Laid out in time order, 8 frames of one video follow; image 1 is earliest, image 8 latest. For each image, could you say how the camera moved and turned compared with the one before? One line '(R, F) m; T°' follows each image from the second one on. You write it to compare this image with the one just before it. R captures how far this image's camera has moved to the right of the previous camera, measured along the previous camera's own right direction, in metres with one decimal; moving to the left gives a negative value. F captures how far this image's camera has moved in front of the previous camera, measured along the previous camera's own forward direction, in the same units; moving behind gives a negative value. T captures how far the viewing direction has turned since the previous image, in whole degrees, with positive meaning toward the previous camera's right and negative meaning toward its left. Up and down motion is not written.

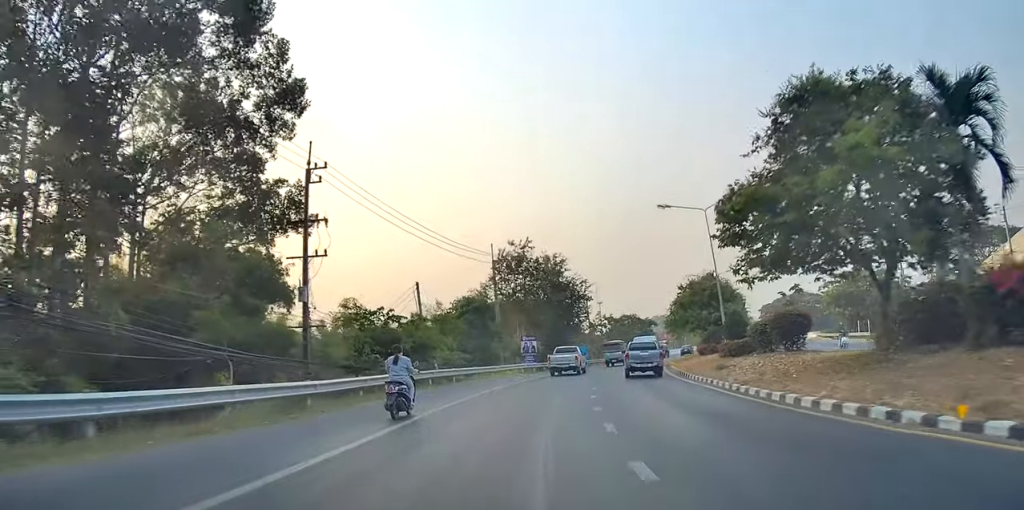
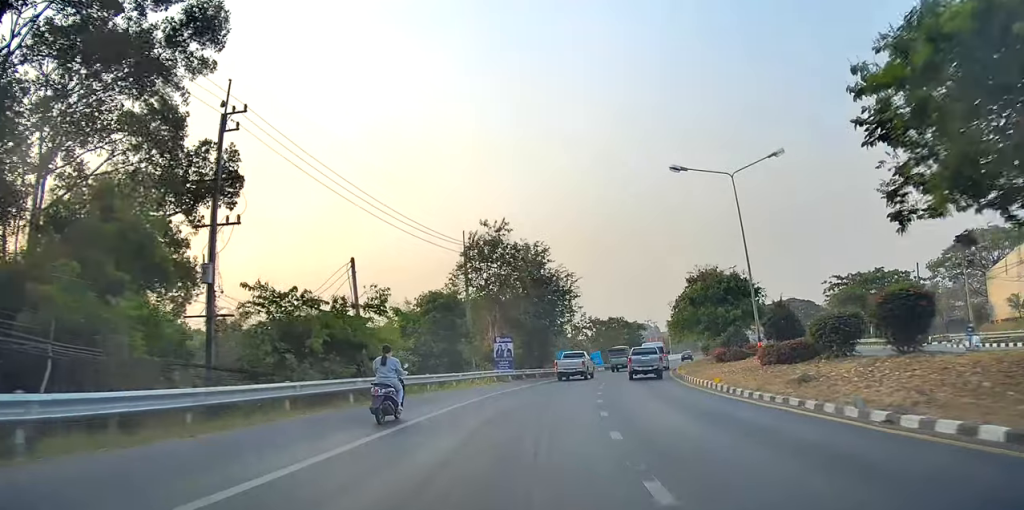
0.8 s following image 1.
(-0.1, +9.4) m; +1°
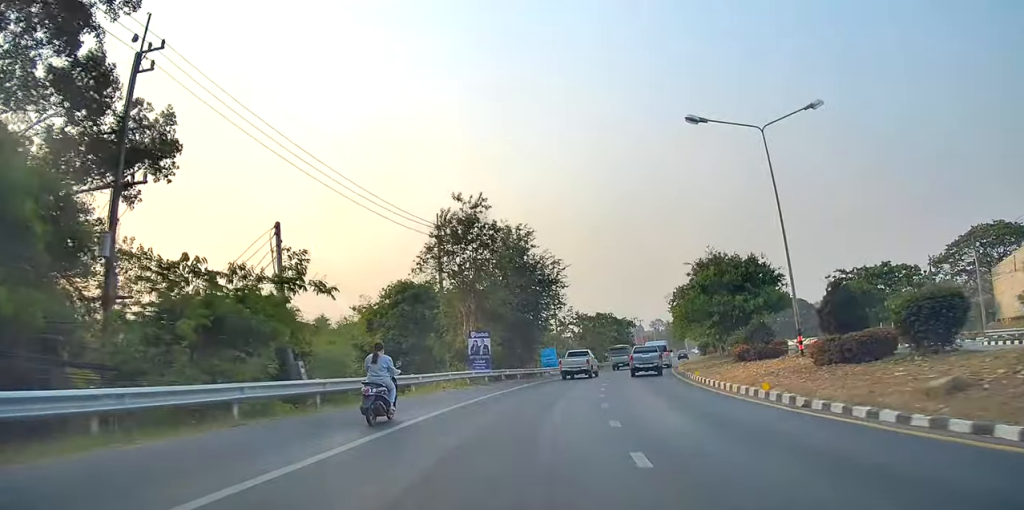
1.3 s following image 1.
(-0.2, +6.3) m; +3°
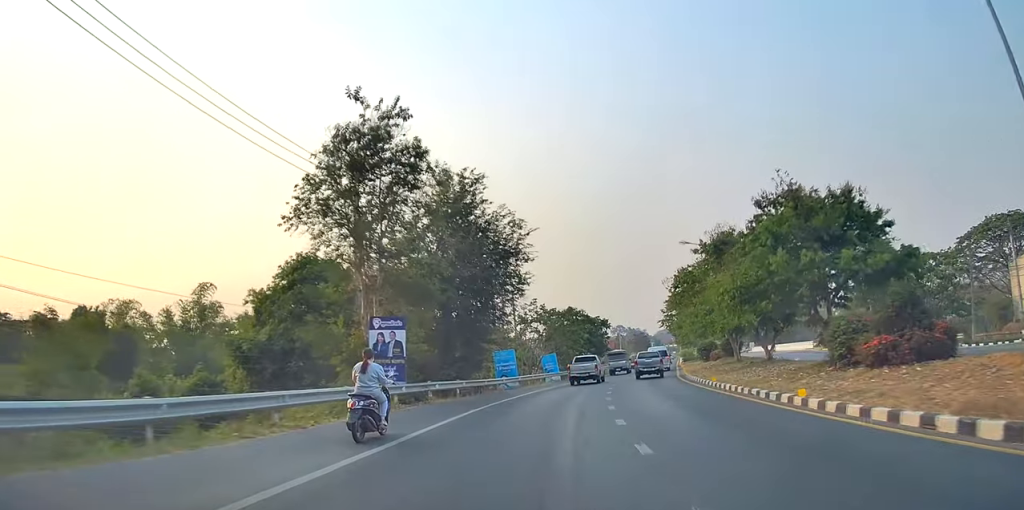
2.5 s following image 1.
(+1.4, +15.1) m; +12°
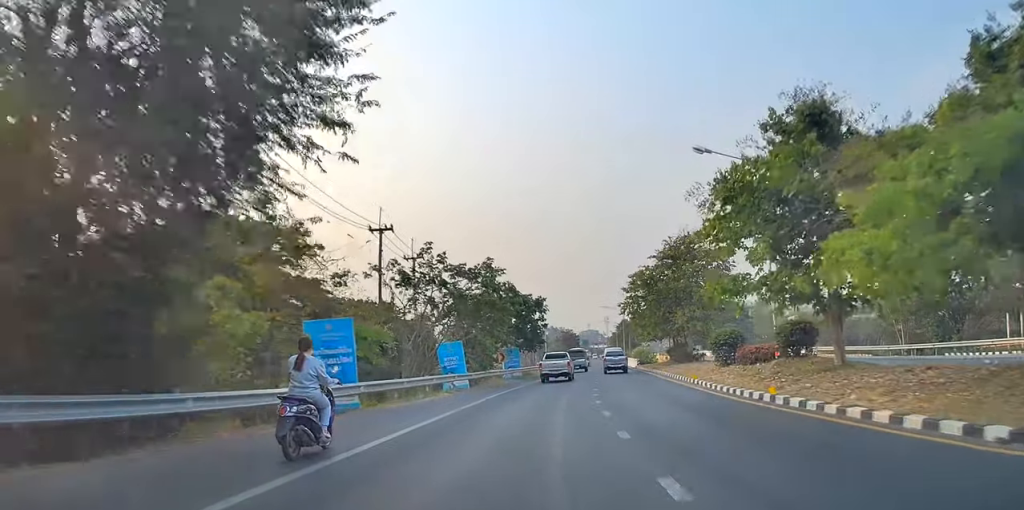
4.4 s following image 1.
(+0.3, +22.3) m; +1°
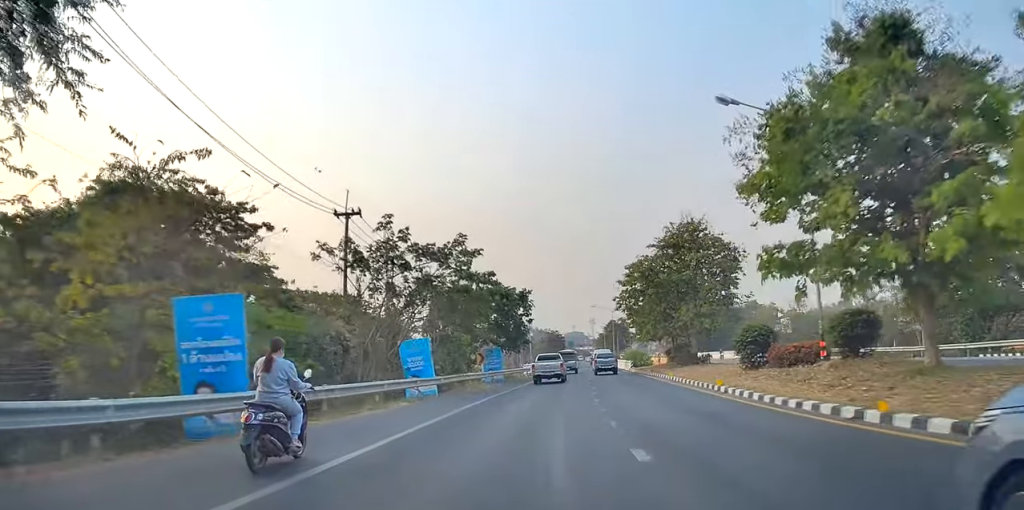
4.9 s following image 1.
(+0.2, +6.0) m; +2°
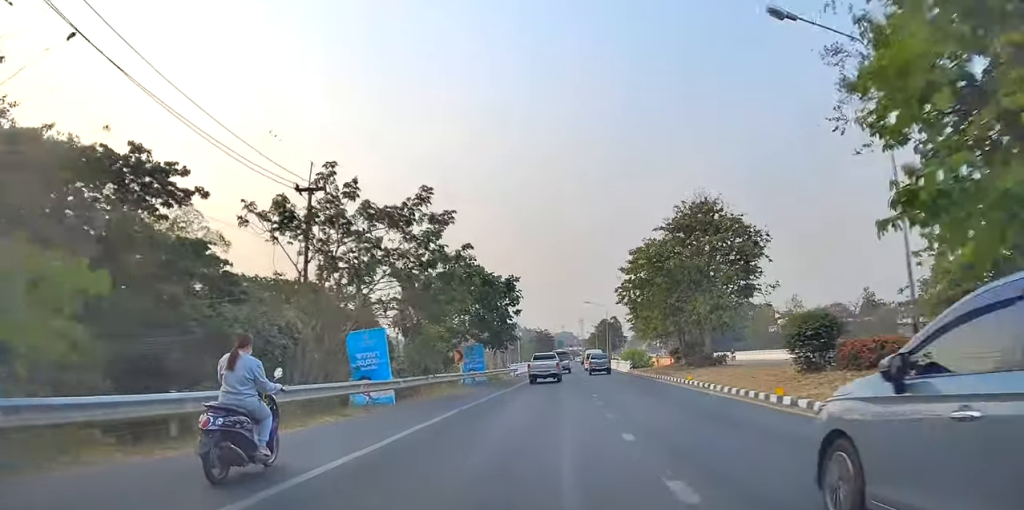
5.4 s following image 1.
(+0.3, +6.0) m; +2°
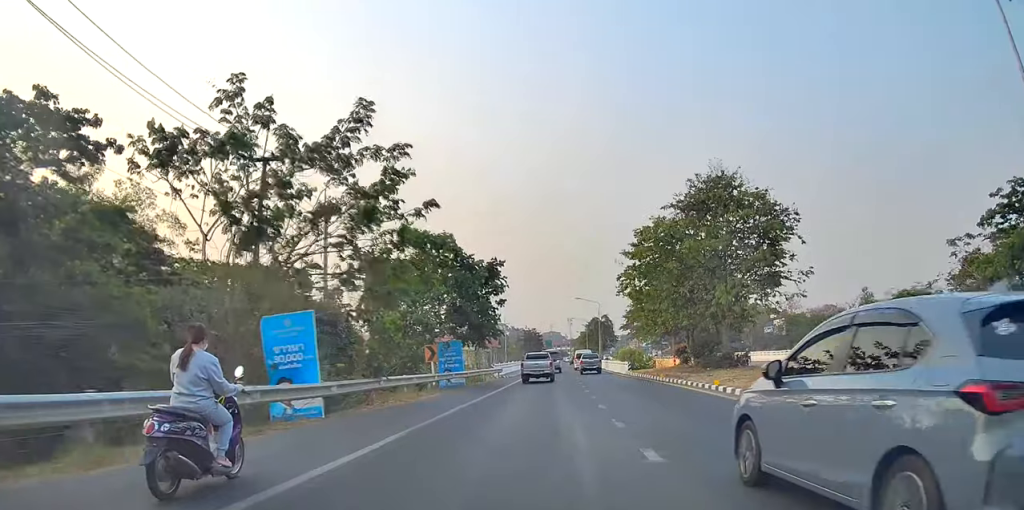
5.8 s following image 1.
(+0.1, +5.9) m; +1°
